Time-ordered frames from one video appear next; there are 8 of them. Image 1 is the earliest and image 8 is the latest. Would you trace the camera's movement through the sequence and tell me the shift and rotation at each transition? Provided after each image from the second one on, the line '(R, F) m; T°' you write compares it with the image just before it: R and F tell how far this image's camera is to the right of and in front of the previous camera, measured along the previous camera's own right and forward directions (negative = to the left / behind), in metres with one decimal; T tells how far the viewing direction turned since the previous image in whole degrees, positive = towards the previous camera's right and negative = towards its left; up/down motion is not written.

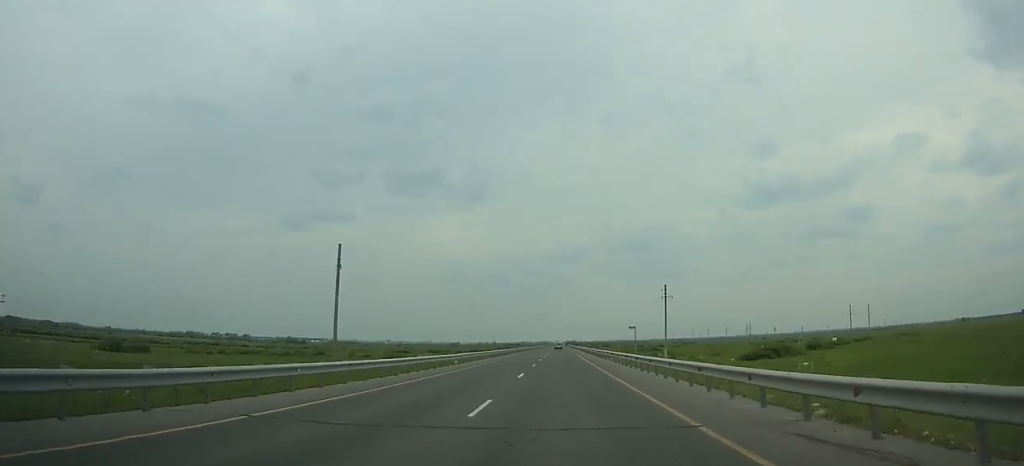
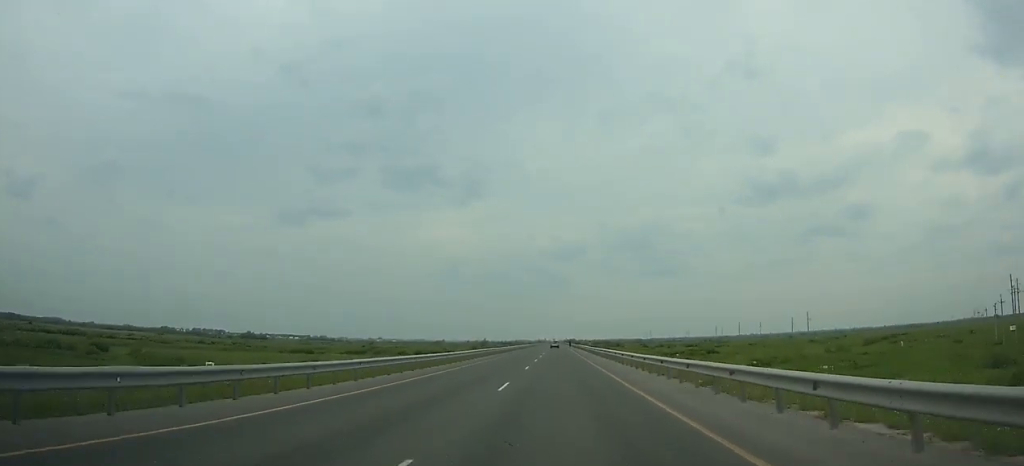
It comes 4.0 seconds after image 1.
(+0.1, +123.5) m; 0°
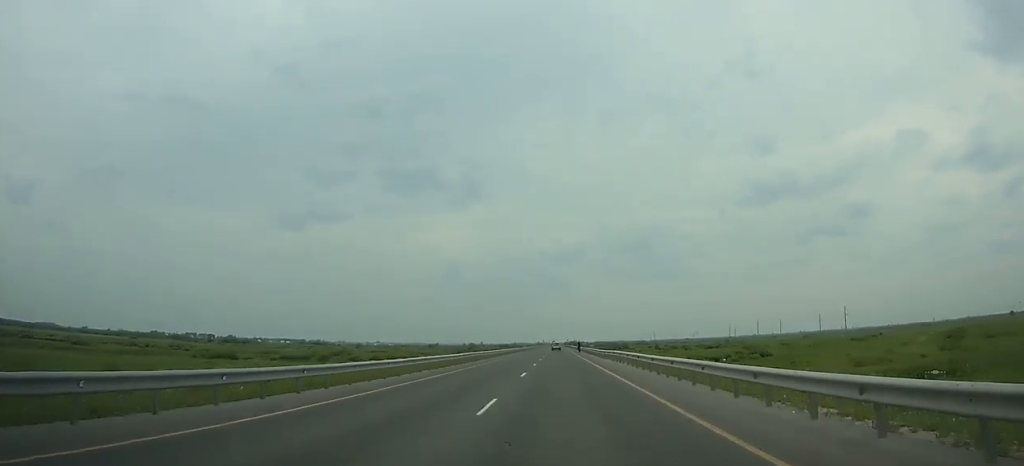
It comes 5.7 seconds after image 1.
(0.0, +55.2) m; 0°
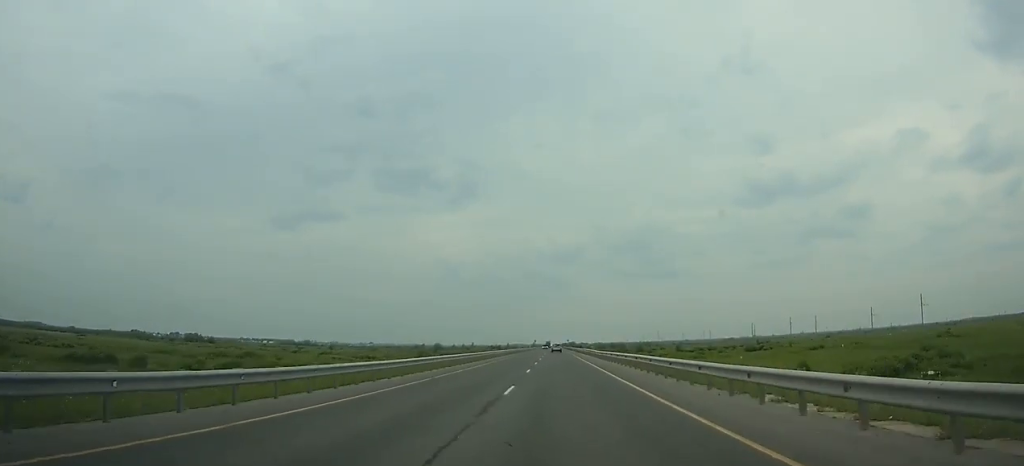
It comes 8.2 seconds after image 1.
(+0.2, +80.8) m; 0°
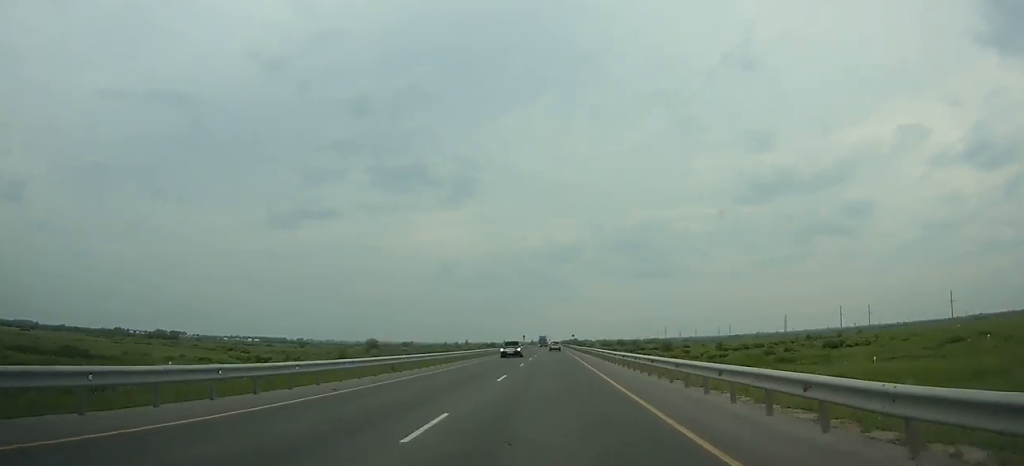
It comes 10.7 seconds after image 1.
(+0.1, +79.3) m; 0°
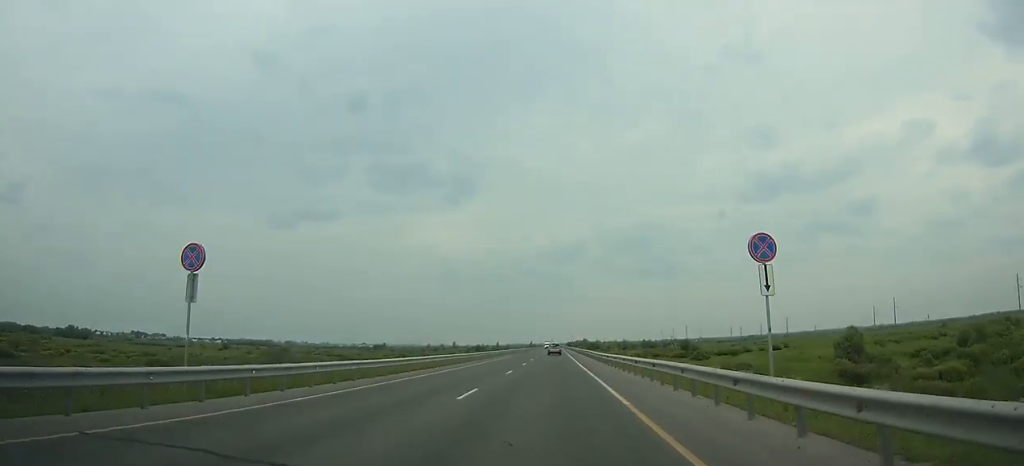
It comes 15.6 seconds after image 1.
(-0.3, +148.2) m; 0°
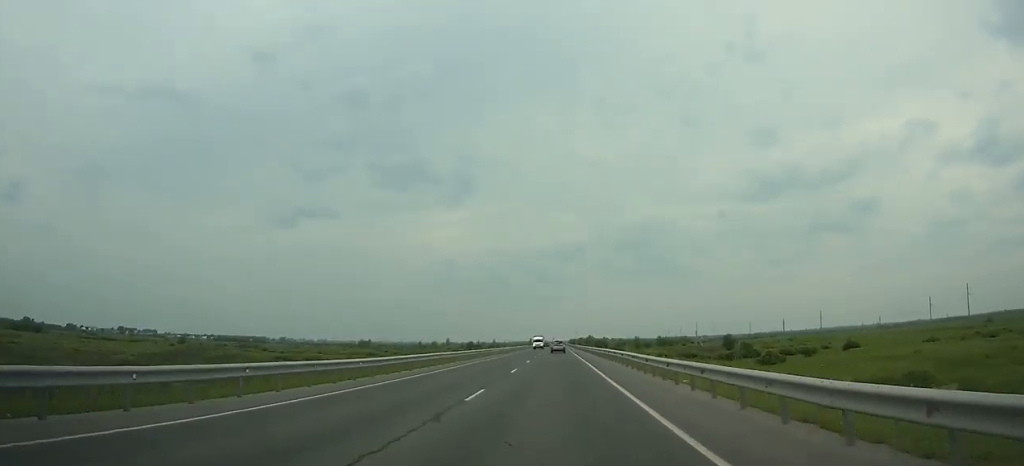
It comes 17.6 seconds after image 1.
(-0.1, +58.0) m; 0°
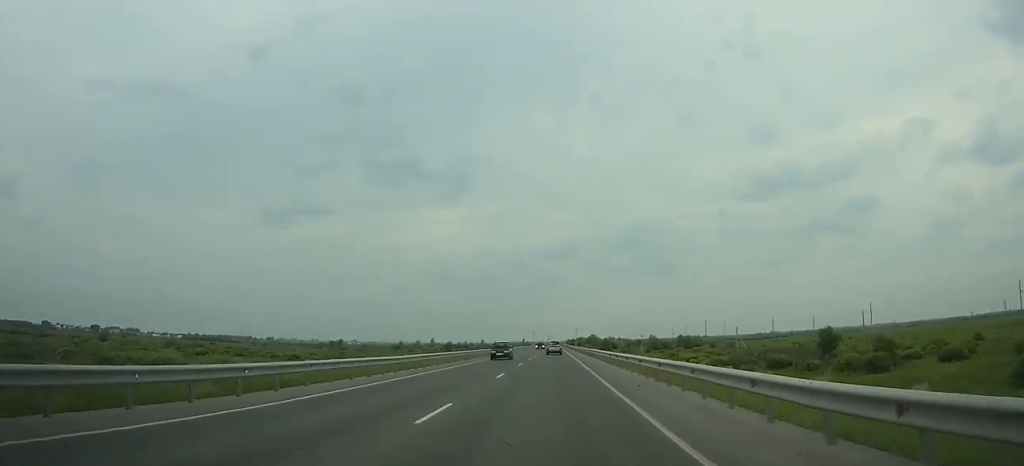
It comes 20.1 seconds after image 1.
(+0.1, +74.1) m; 0°
